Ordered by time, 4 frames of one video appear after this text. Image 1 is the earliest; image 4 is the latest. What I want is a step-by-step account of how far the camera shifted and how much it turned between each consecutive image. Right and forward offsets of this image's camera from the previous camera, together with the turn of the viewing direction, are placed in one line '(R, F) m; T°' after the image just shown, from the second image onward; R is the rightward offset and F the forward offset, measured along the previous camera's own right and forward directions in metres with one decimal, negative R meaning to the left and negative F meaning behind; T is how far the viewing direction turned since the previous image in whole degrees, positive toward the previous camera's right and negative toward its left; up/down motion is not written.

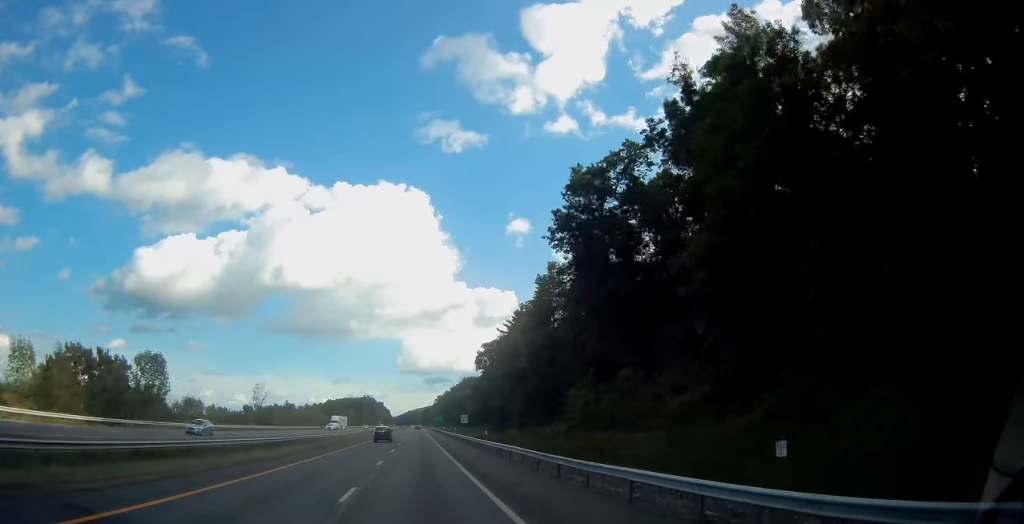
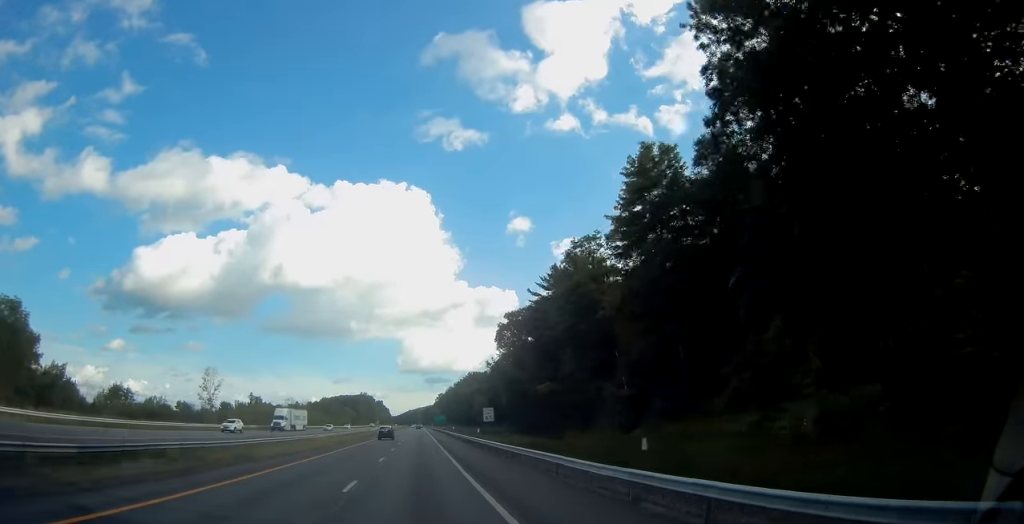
(0.0, +34.7) m; 0°
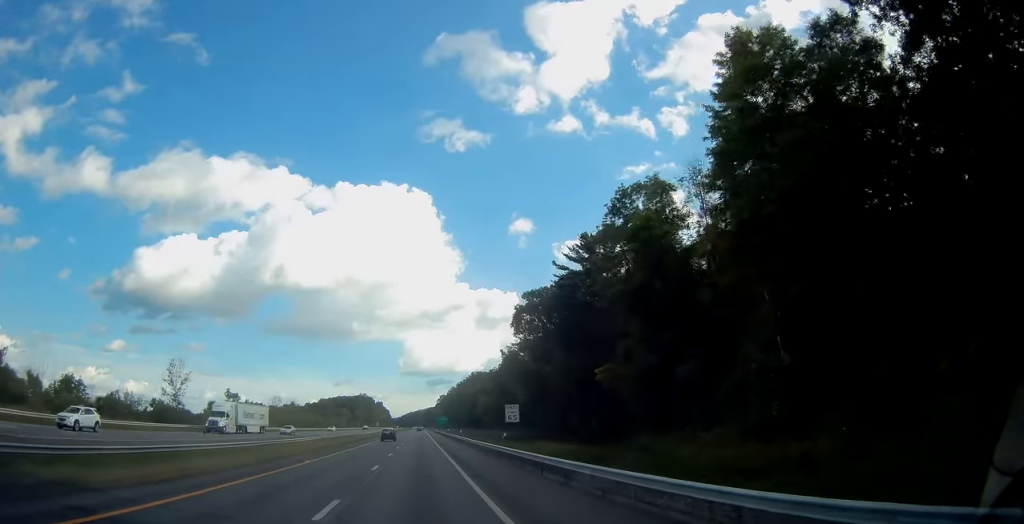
(0.0, +16.3) m; 0°
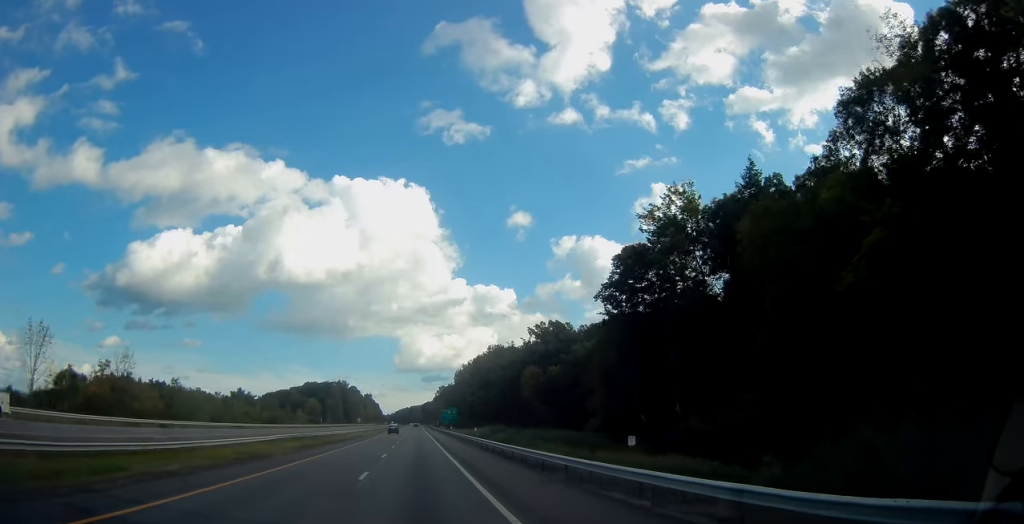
(-0.1, +102.7) m; 0°
